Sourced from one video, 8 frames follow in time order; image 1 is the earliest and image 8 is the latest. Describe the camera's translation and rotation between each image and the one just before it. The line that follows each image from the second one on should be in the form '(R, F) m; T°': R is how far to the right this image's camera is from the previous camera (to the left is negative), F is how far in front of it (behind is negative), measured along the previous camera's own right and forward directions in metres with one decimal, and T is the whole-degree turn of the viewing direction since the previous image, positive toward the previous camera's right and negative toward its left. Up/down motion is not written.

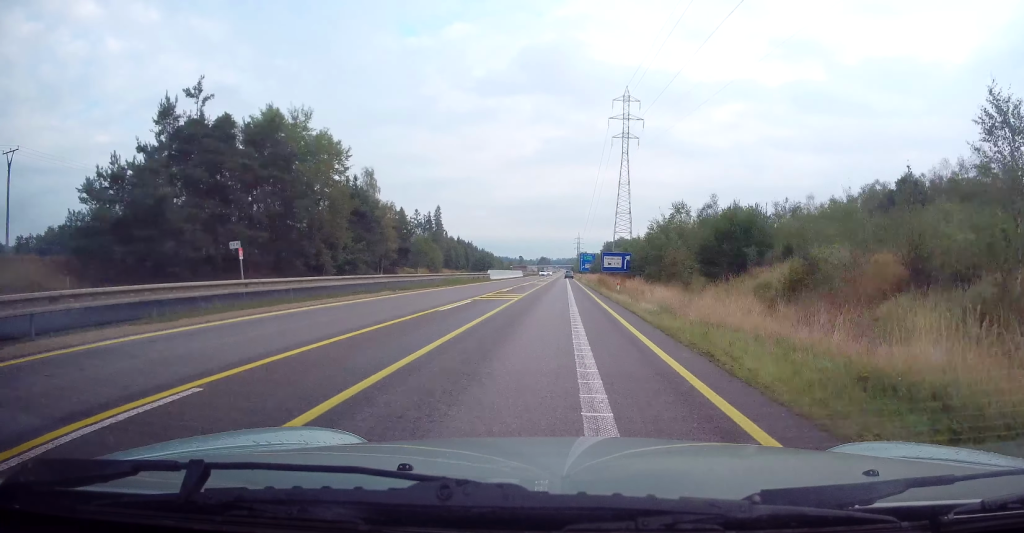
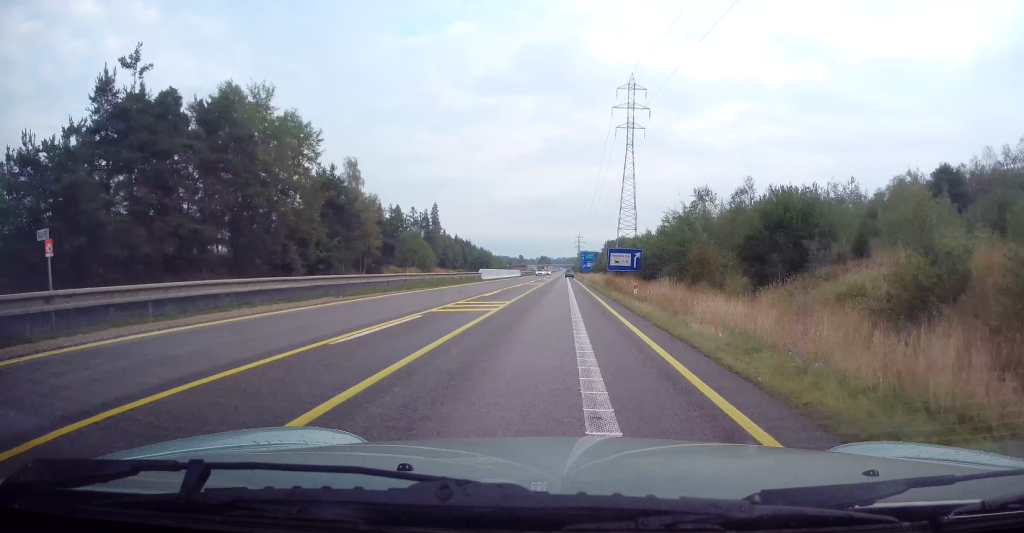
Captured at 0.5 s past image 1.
(-0.2, +8.5) m; 0°
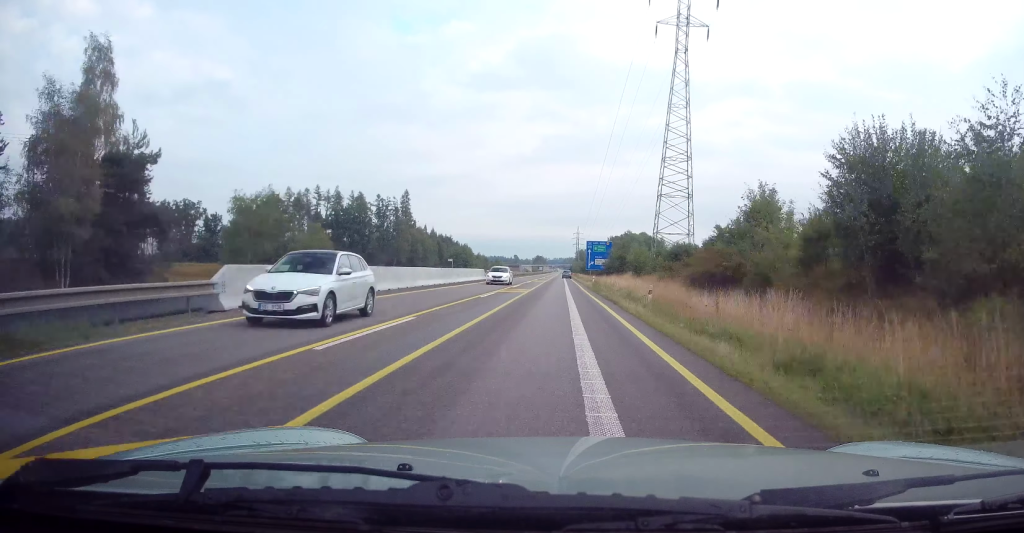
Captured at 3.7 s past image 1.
(+0.2, +53.3) m; +1°
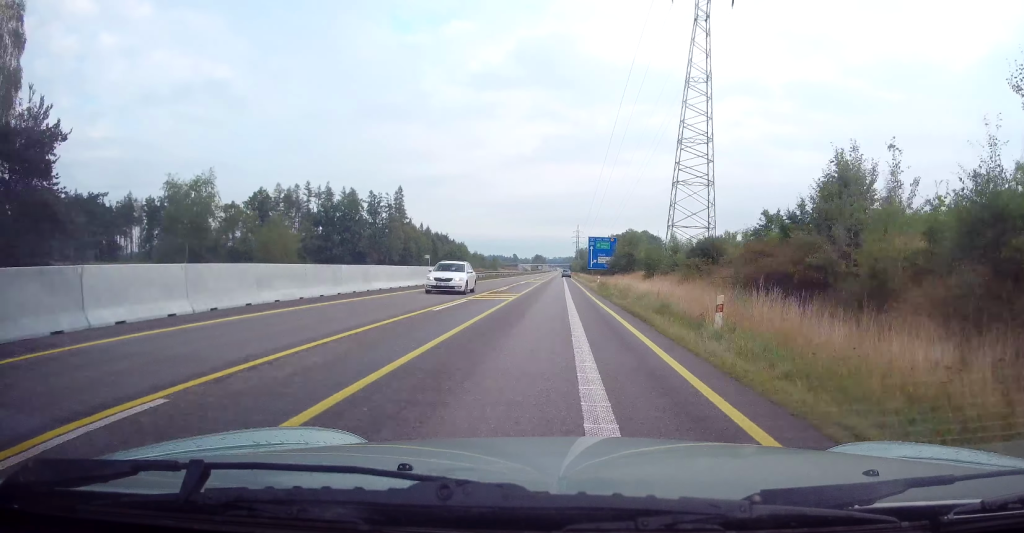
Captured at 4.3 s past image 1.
(0.0, +9.2) m; 0°
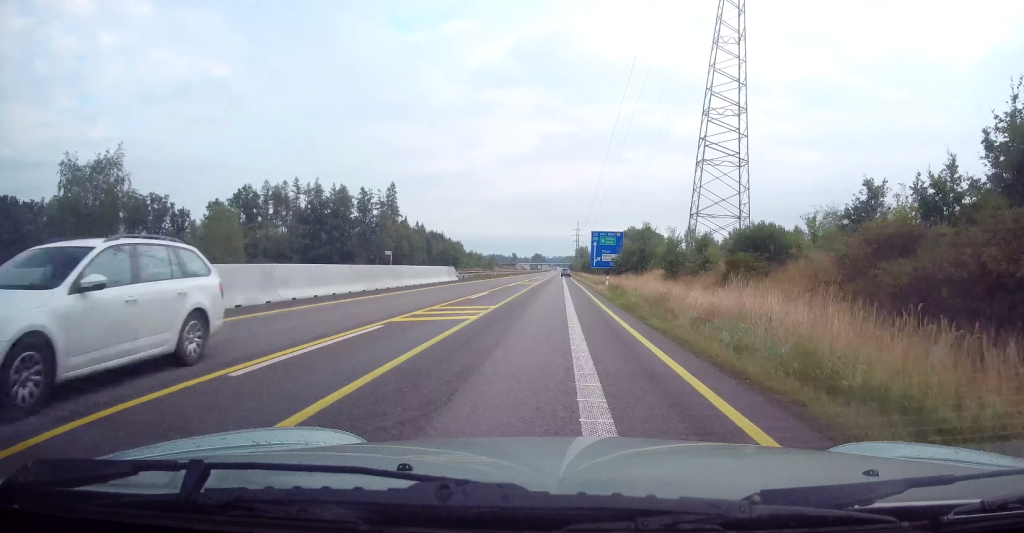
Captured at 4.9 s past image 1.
(0.0, +10.5) m; 0°
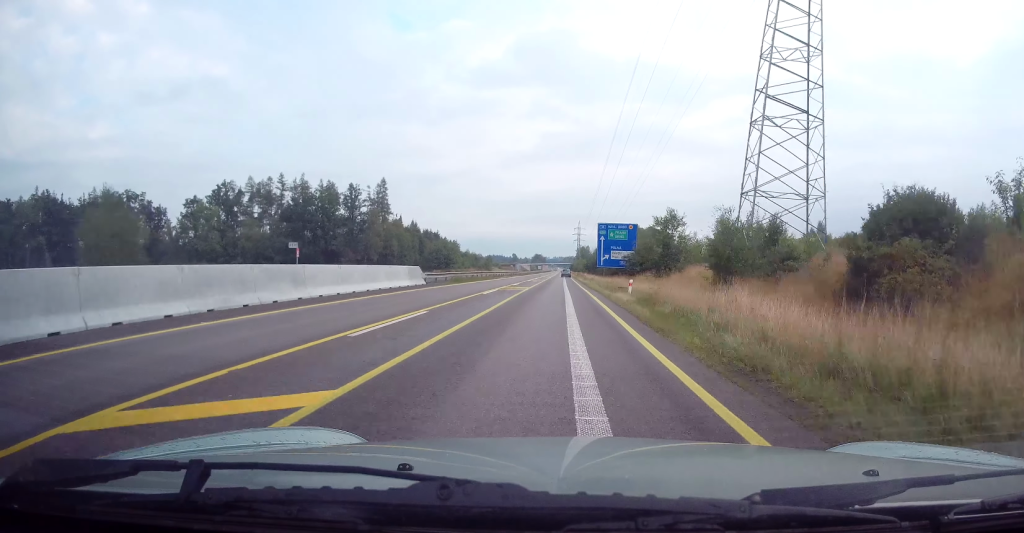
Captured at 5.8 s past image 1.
(0.0, +13.6) m; -1°
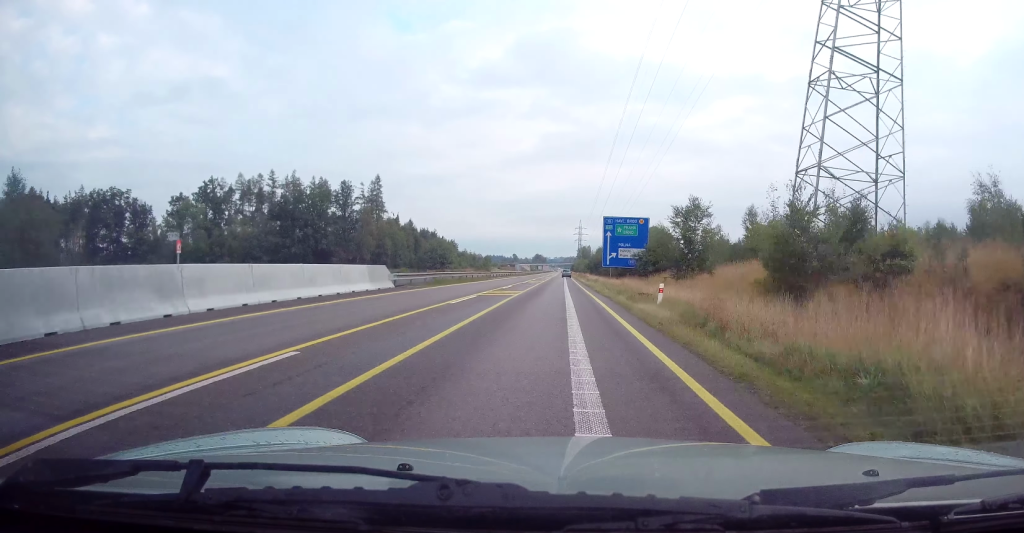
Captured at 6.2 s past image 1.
(-0.1, +7.8) m; 0°
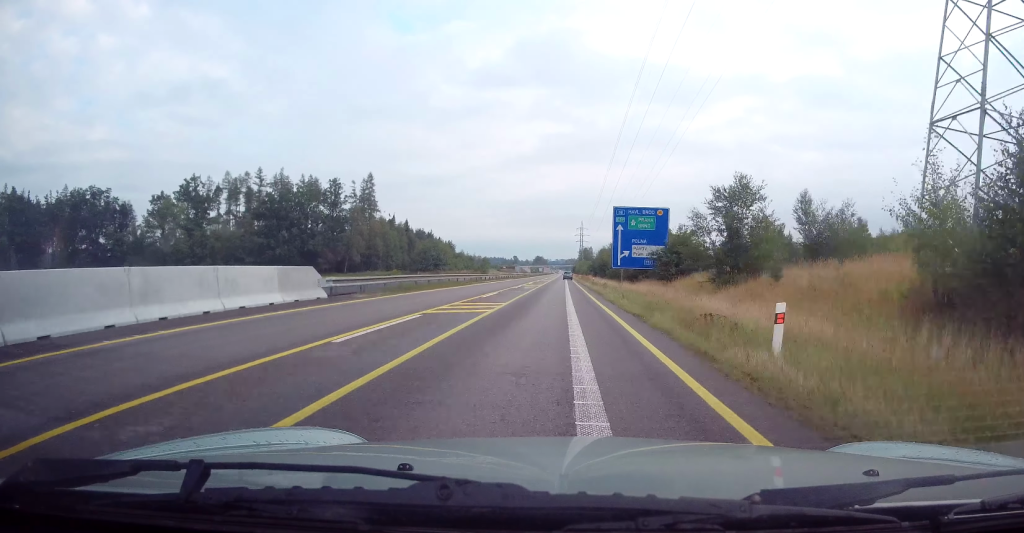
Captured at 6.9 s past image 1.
(-0.1, +10.4) m; 0°
